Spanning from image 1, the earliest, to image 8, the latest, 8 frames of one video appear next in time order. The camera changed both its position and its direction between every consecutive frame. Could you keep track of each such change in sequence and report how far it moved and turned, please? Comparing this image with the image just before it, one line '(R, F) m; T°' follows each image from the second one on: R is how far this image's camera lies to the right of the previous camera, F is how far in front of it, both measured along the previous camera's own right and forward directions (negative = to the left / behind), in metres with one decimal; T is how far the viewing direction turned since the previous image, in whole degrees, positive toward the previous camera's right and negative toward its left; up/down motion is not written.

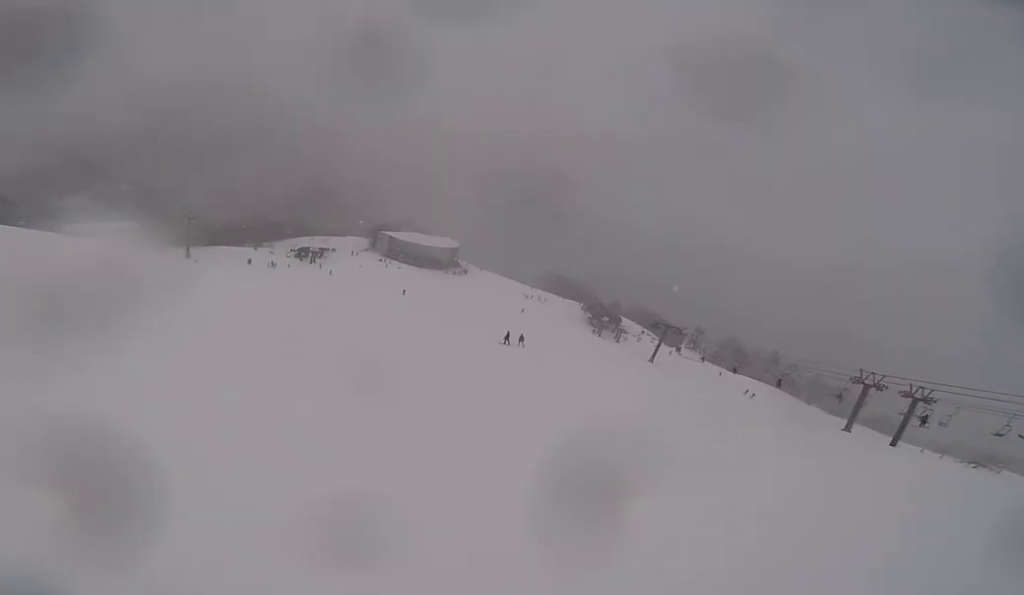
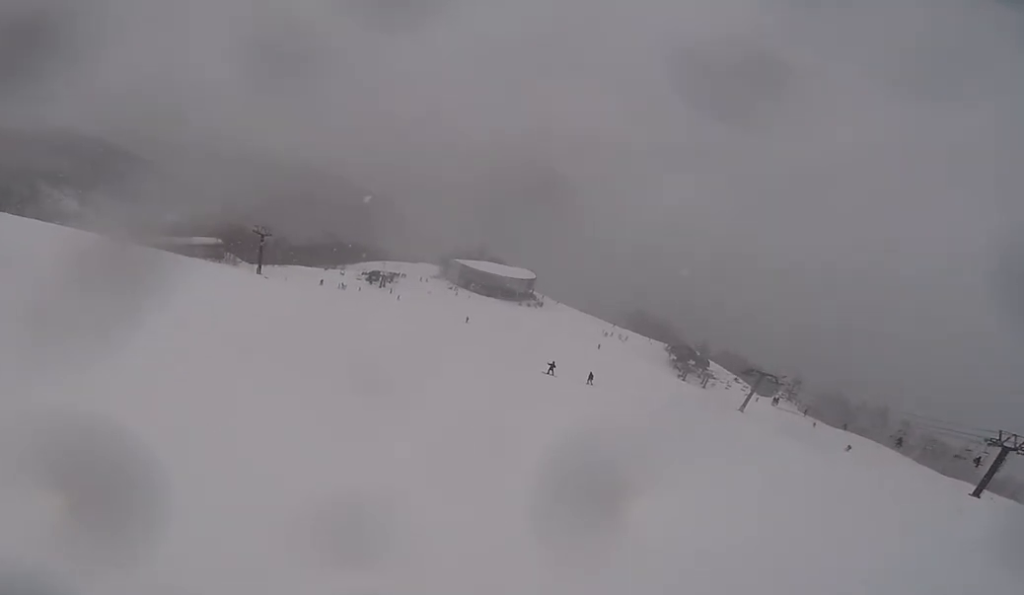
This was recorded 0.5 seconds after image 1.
(-0.5, +2.8) m; -15°
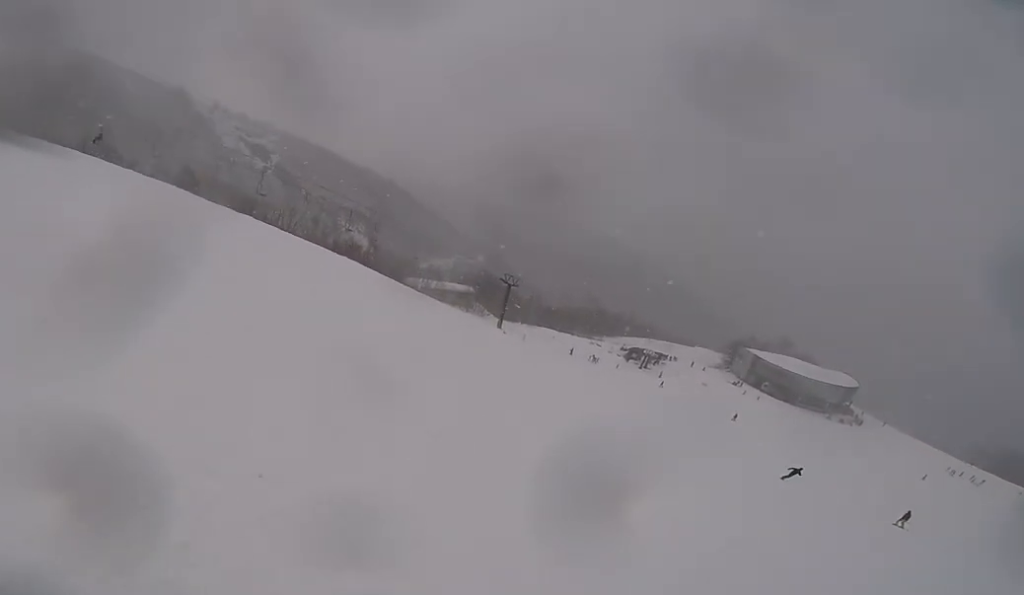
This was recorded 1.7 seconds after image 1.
(-2.1, +6.7) m; -25°
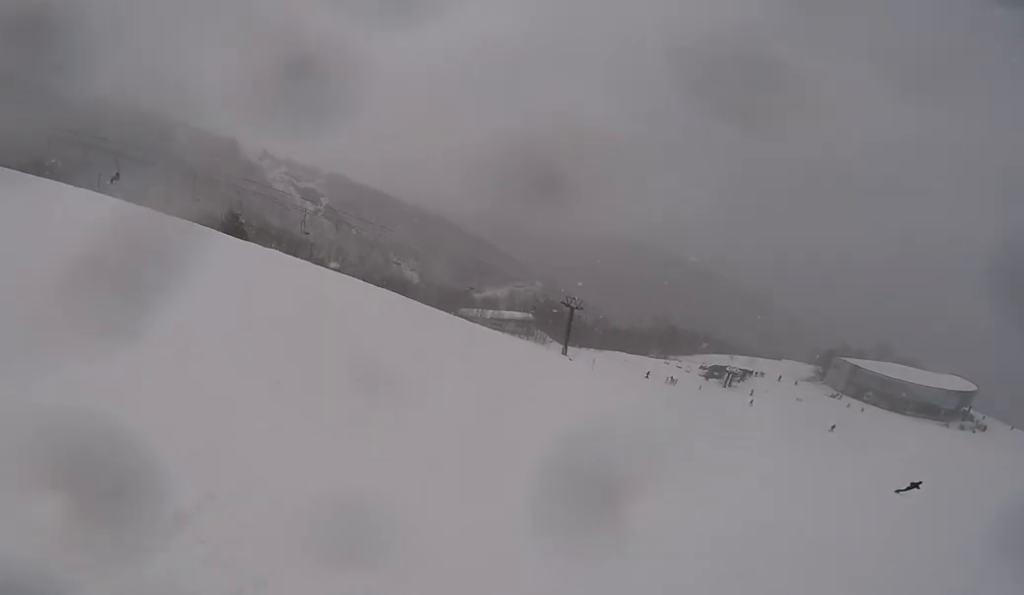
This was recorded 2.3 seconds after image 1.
(-0.4, +3.6) m; -7°
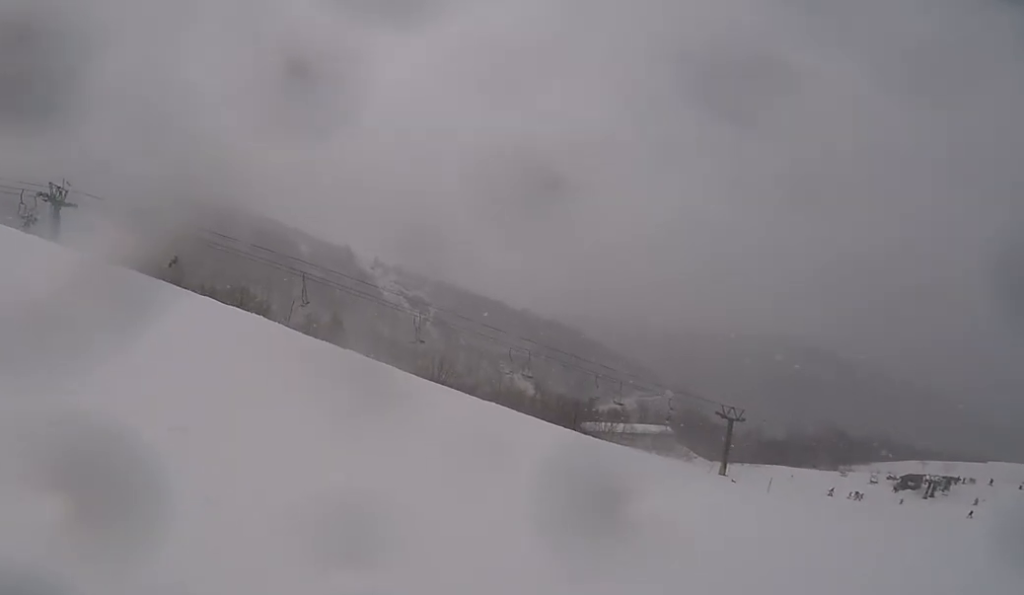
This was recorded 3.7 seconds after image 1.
(-1.1, +7.3) m; -19°
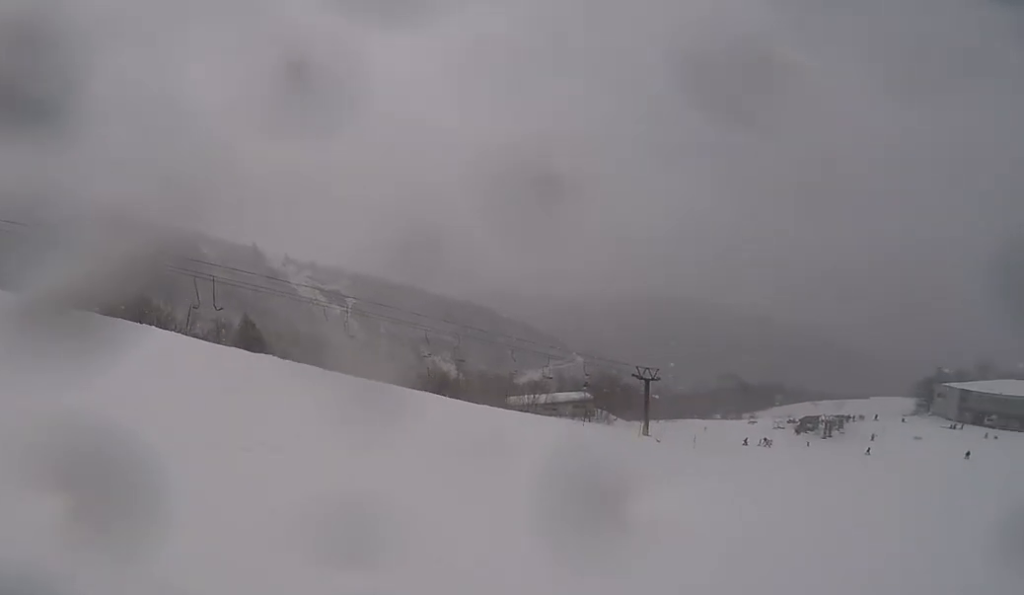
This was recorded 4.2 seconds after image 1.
(-0.5, +2.6) m; -6°
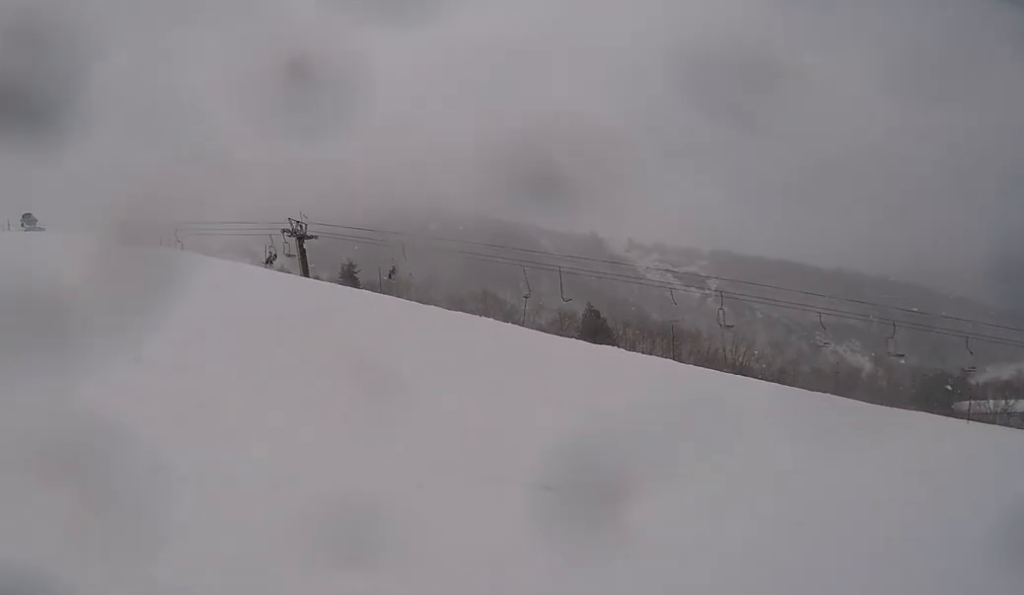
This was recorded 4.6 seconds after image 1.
(+0.2, +2.2) m; +12°
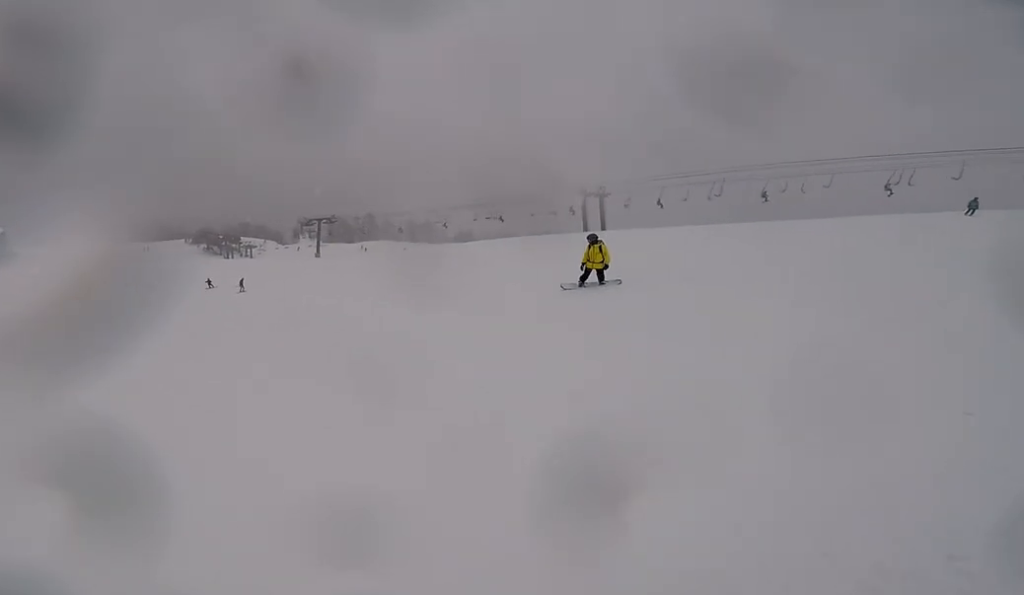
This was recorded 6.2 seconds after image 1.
(+2.7, +6.1) m; +52°
